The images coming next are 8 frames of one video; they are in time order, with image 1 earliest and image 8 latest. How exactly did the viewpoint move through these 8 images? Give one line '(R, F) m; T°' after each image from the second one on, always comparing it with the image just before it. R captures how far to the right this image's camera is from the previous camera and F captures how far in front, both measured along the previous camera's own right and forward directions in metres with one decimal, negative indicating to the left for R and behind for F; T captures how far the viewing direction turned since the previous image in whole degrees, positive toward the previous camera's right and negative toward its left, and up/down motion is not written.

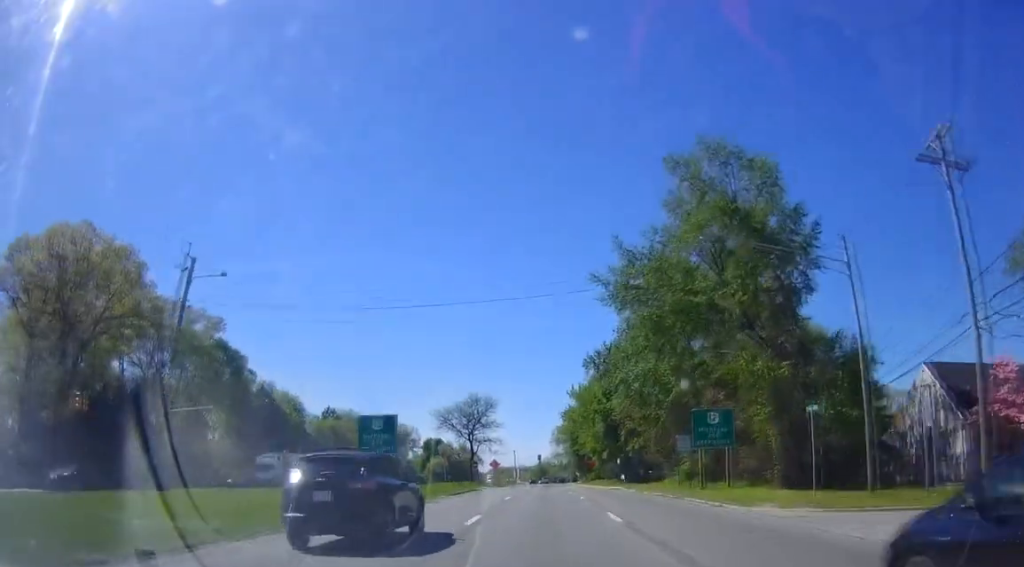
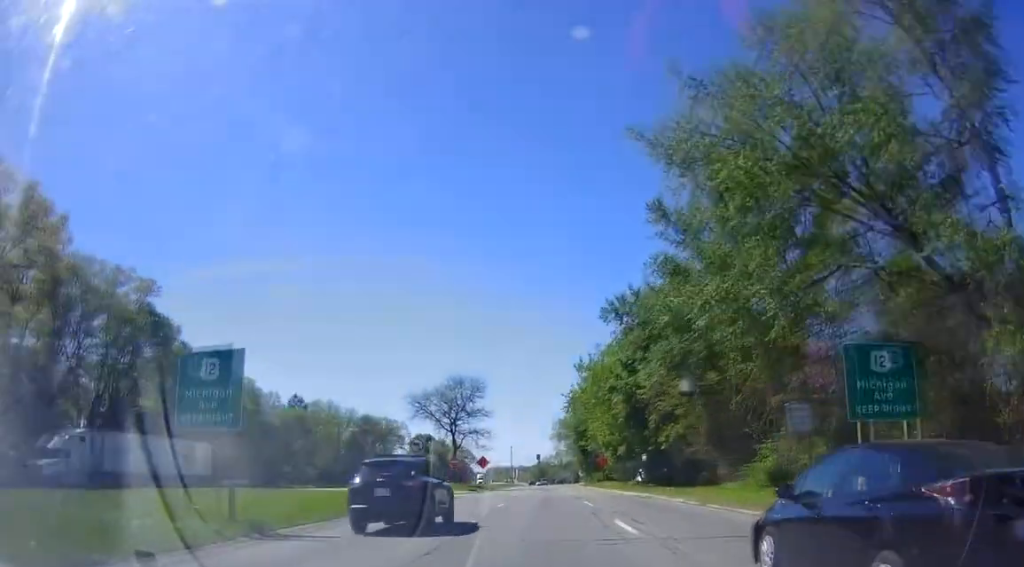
(0.0, +16.9) m; 0°
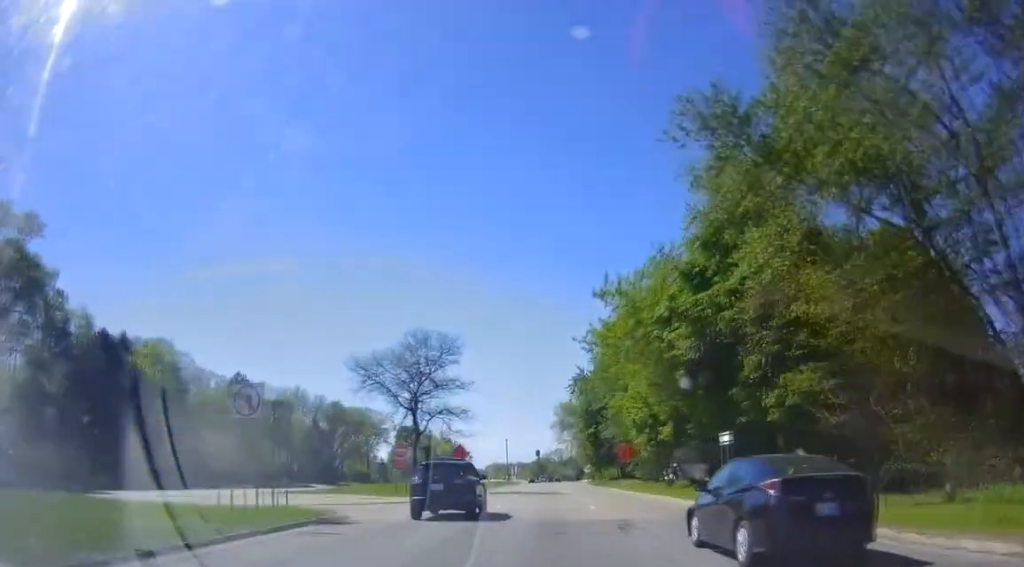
(+0.1, +21.7) m; +2°
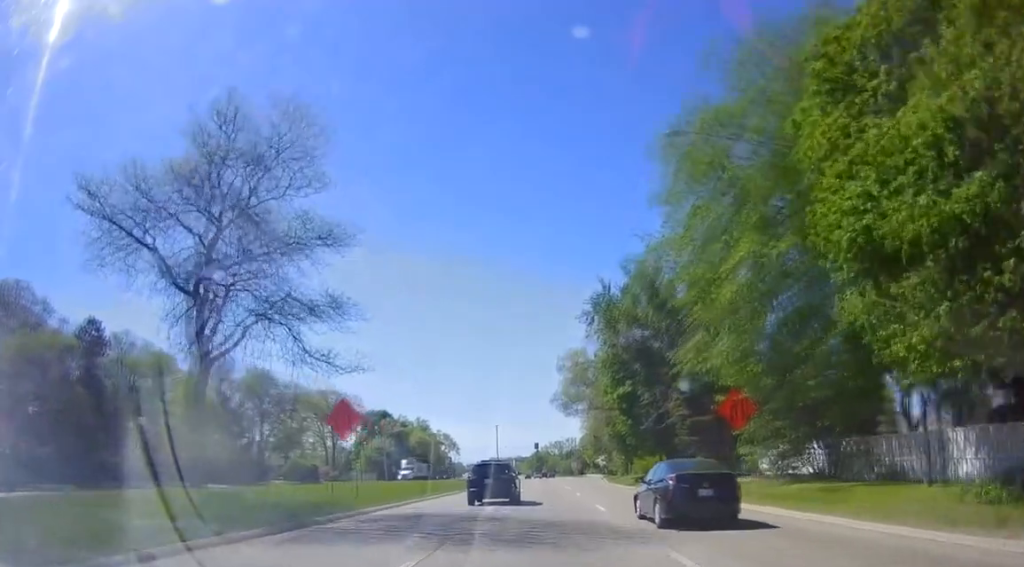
(+0.8, +33.1) m; +1°
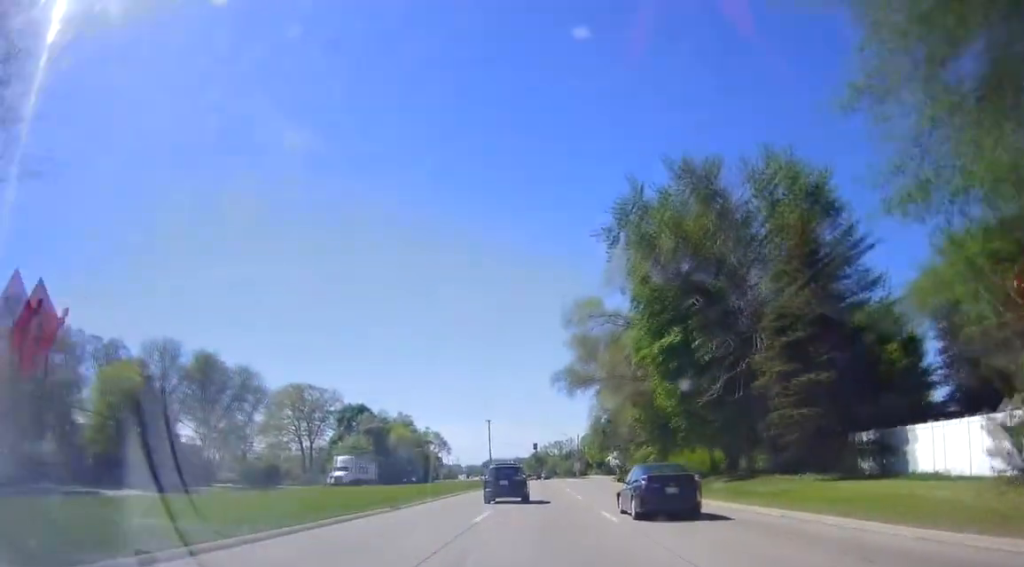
(+0.1, +17.0) m; 0°
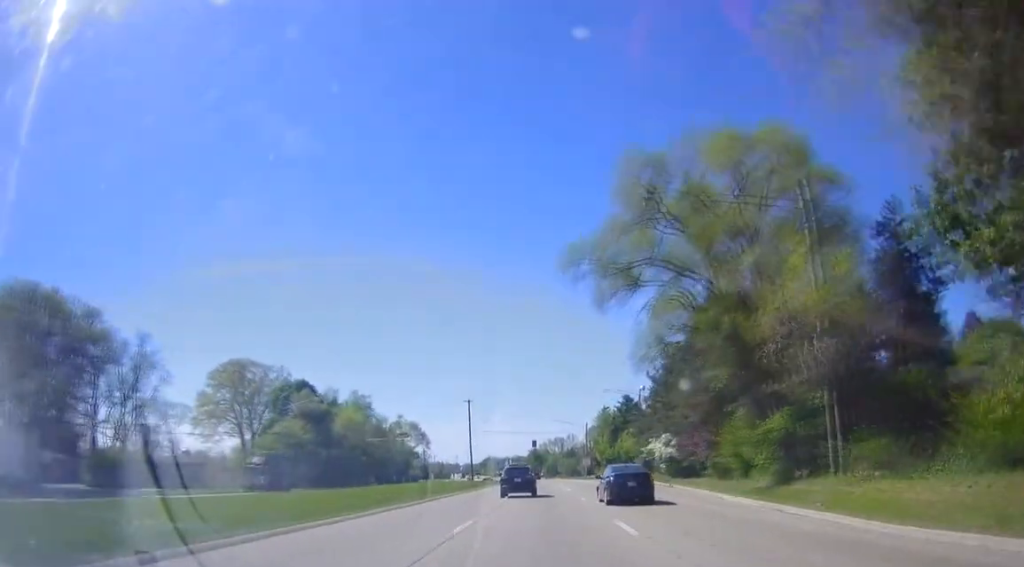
(+0.1, +33.7) m; -1°
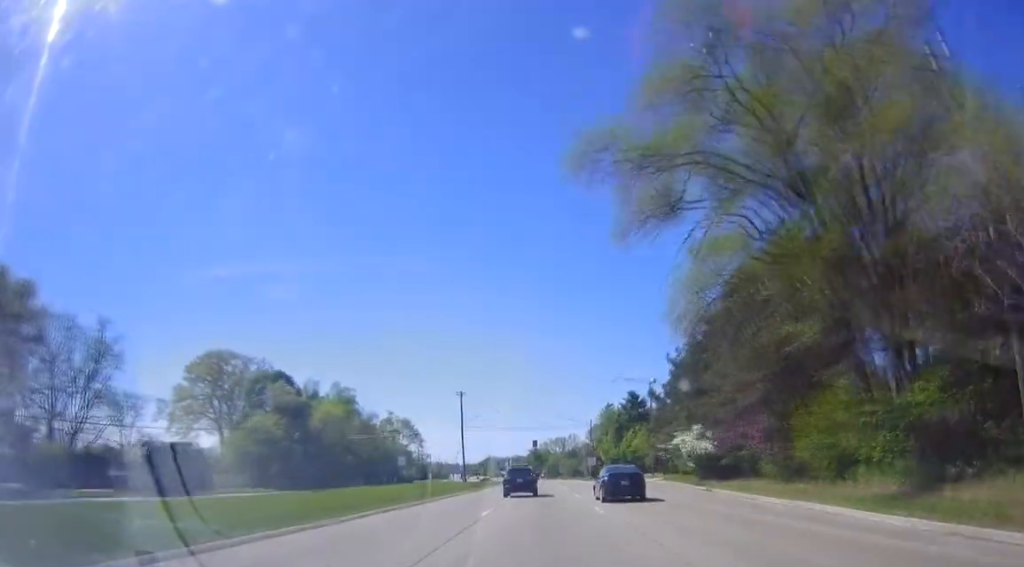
(-0.2, +10.2) m; 0°
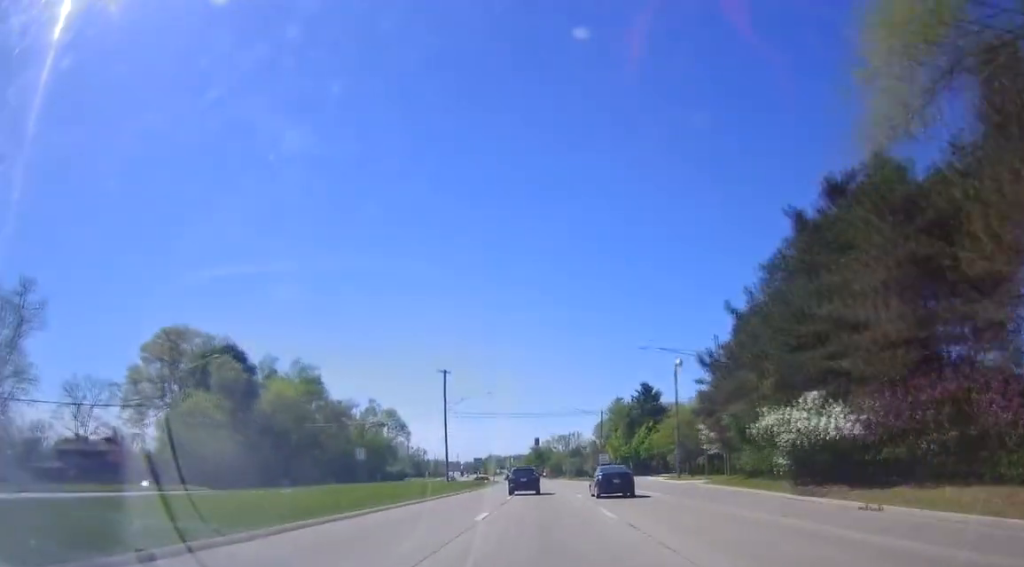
(0.0, +17.4) m; 0°
